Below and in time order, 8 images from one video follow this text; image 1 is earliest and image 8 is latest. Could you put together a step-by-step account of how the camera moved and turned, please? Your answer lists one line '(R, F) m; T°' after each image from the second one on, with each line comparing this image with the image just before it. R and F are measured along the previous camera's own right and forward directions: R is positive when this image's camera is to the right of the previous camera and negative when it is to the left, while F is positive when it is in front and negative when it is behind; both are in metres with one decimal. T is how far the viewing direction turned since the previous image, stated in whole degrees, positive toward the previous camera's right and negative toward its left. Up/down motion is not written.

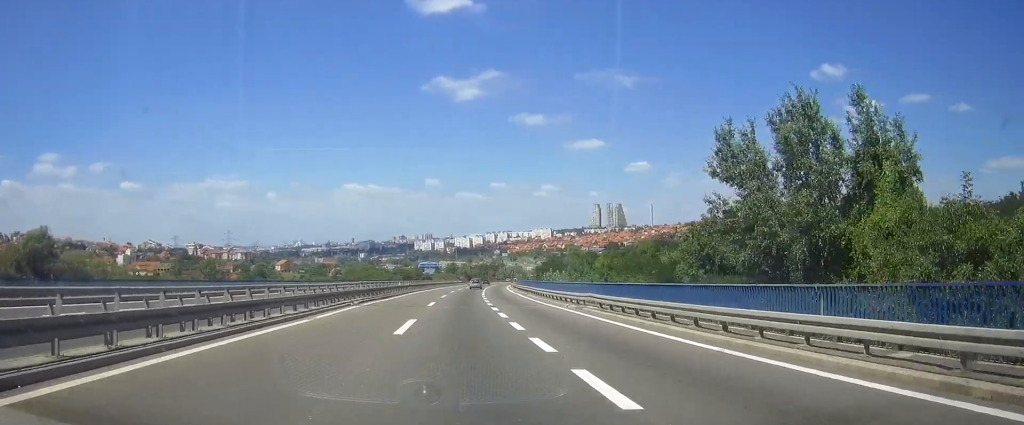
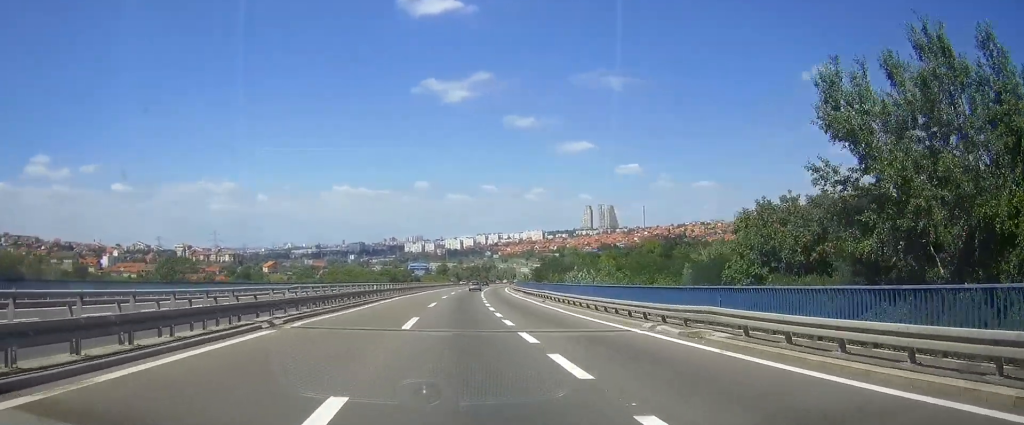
(+0.3, +15.2) m; +3°
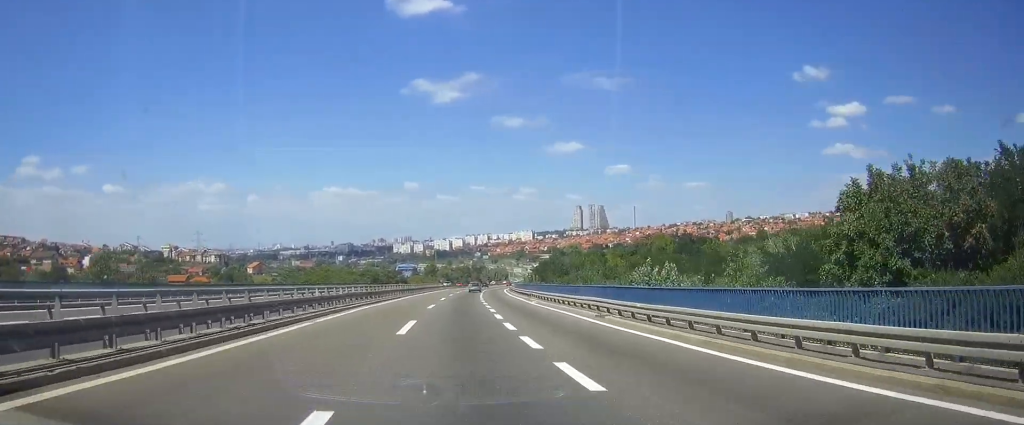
(+1.2, +18.5) m; +3°
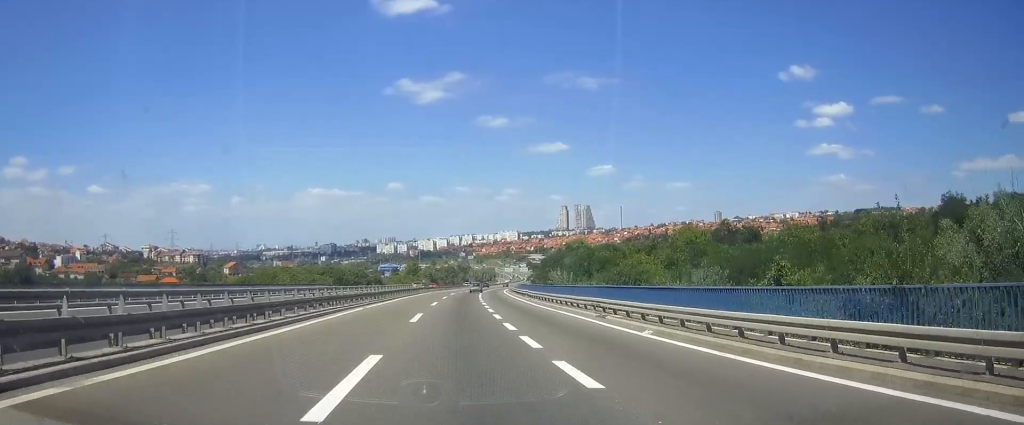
(+0.5, +29.6) m; +1°
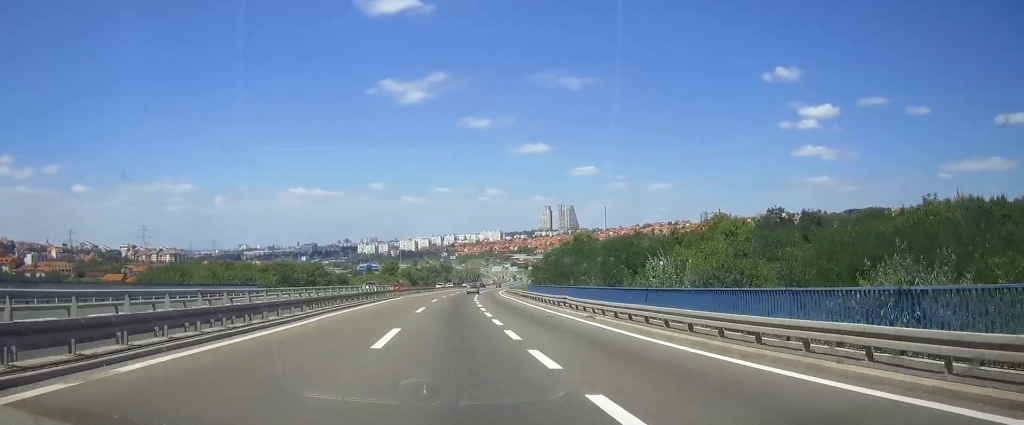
(0.0, +27.4) m; 0°
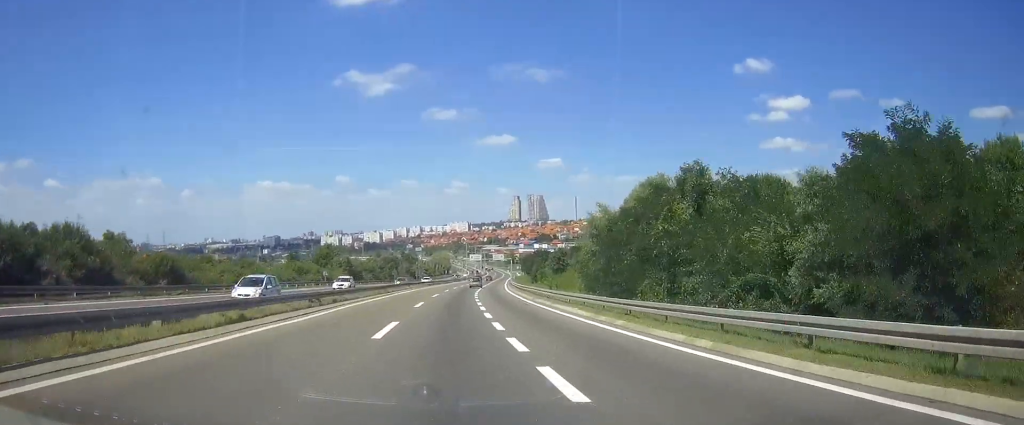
(0.0, +68.2) m; 0°
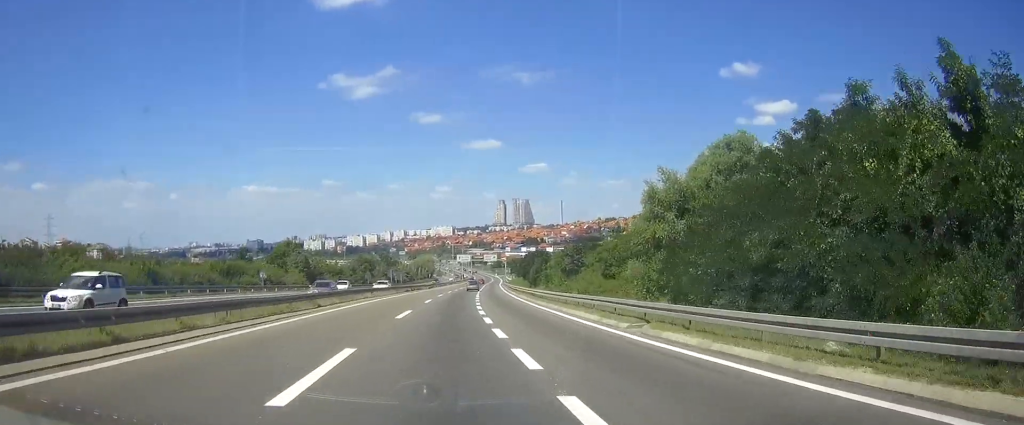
(0.0, +26.4) m; 0°
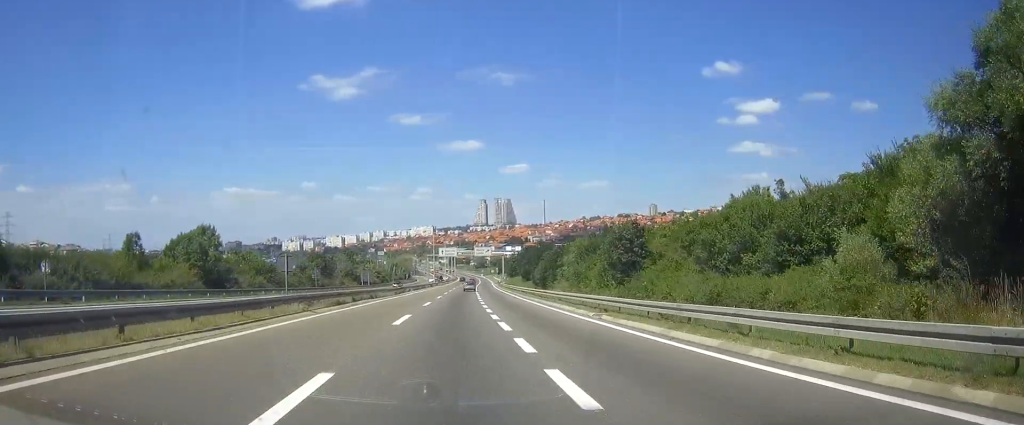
(0.0, +38.6) m; 0°
